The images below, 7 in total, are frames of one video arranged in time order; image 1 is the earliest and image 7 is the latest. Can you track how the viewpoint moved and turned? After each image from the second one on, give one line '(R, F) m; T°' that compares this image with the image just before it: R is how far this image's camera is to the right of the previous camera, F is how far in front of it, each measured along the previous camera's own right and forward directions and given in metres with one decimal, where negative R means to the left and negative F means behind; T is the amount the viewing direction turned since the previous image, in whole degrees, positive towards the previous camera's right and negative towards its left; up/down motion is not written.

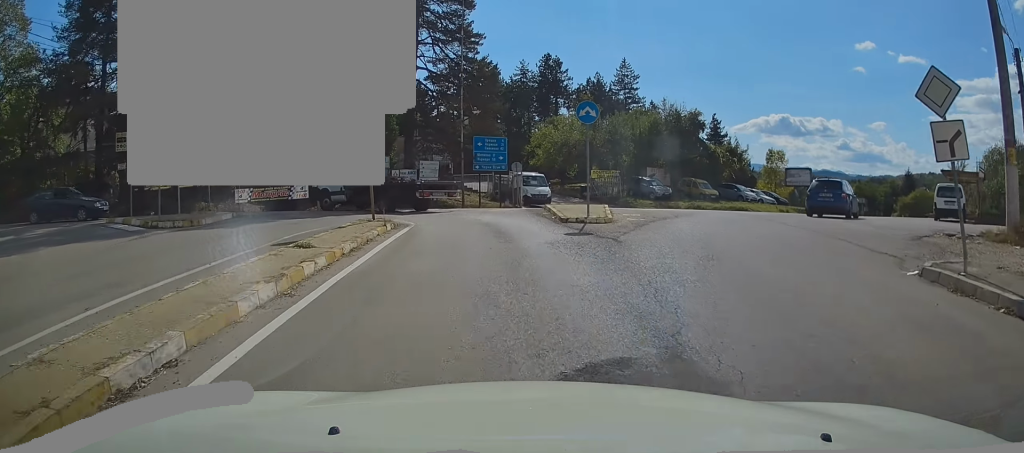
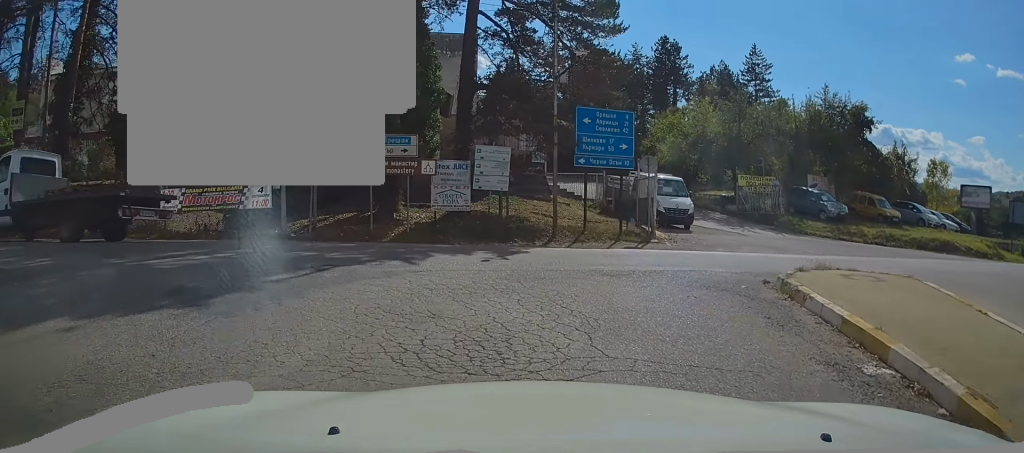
(-0.7, +15.6) m; -13°
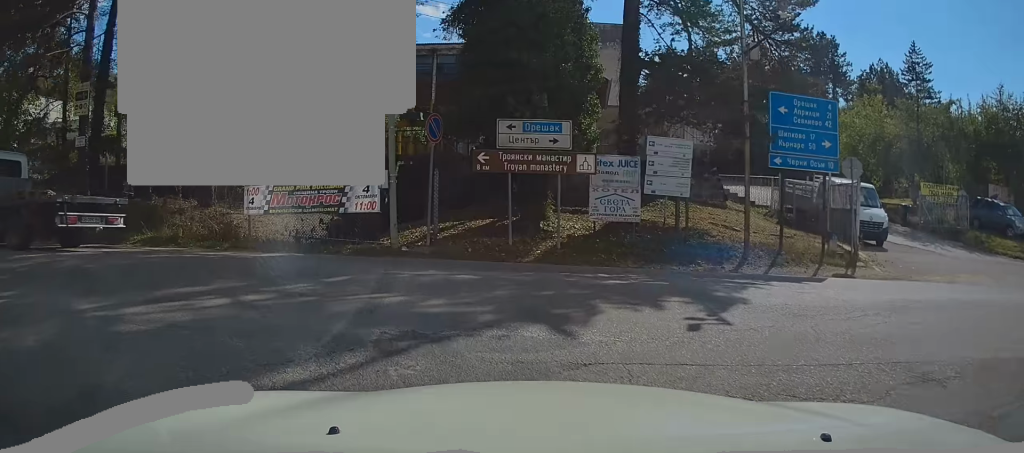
(-0.4, +4.3) m; -11°
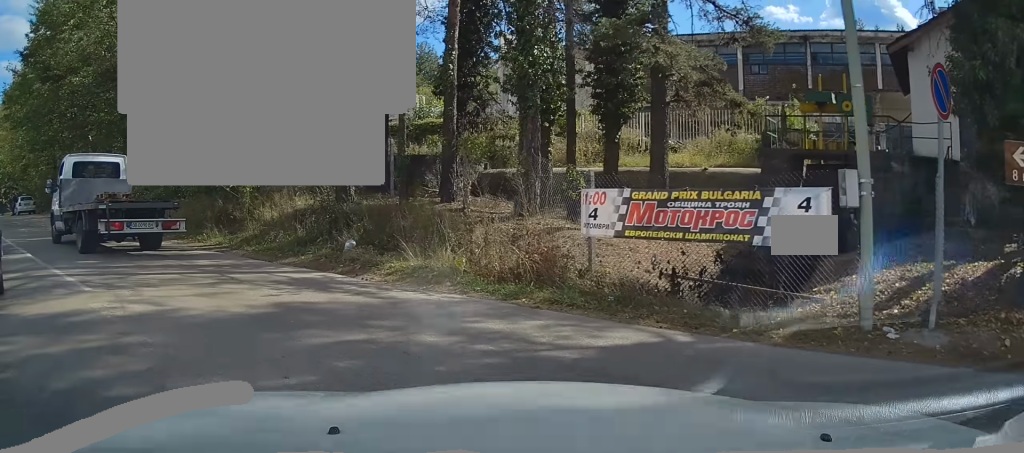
(-1.3, +6.8) m; -28°
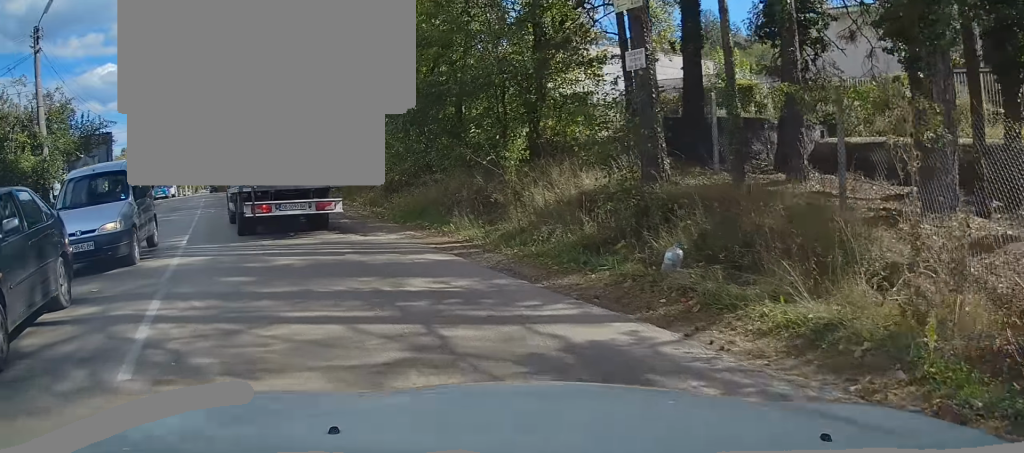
(-0.9, +4.6) m; -23°
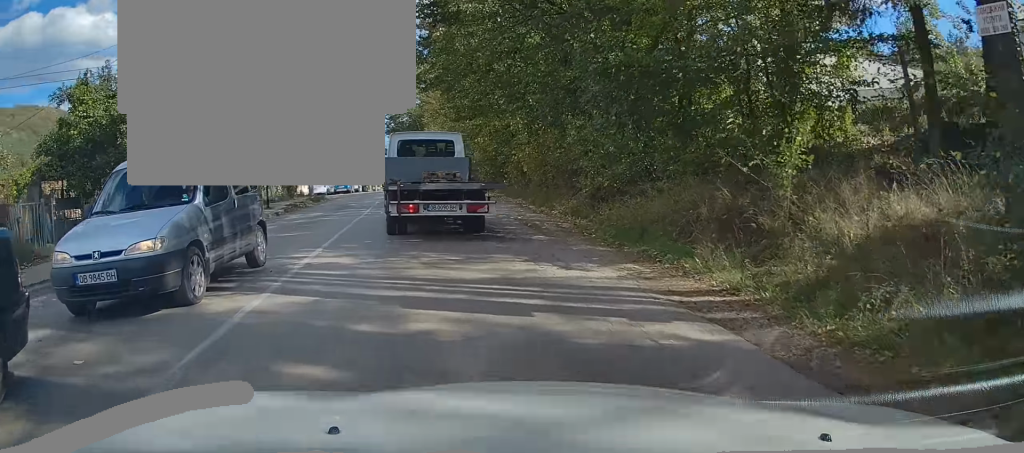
(-0.8, +3.6) m; -15°
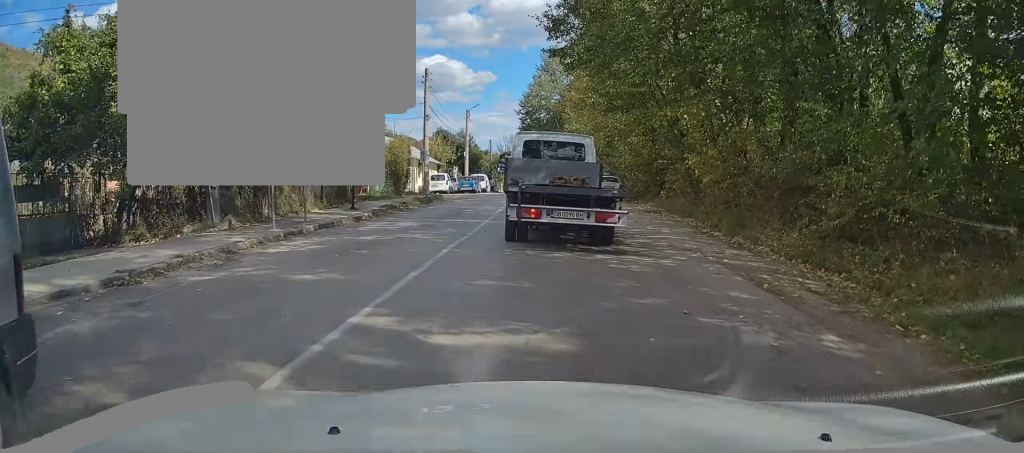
(-0.8, +6.6) m; -15°
